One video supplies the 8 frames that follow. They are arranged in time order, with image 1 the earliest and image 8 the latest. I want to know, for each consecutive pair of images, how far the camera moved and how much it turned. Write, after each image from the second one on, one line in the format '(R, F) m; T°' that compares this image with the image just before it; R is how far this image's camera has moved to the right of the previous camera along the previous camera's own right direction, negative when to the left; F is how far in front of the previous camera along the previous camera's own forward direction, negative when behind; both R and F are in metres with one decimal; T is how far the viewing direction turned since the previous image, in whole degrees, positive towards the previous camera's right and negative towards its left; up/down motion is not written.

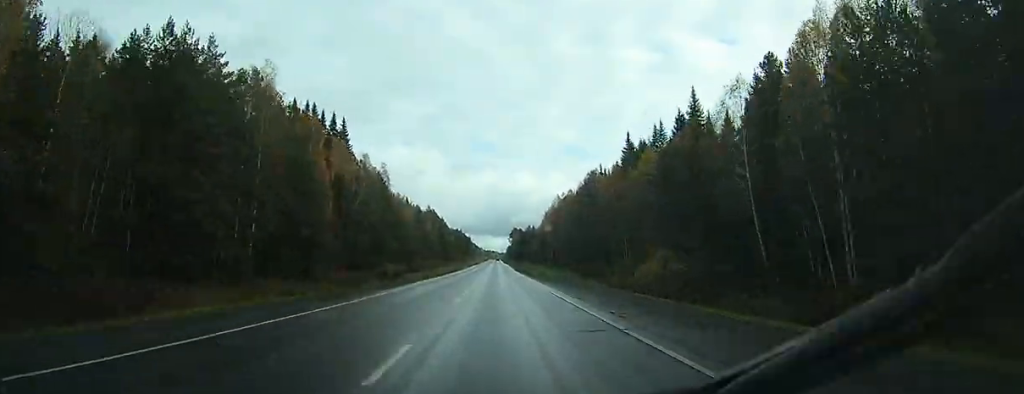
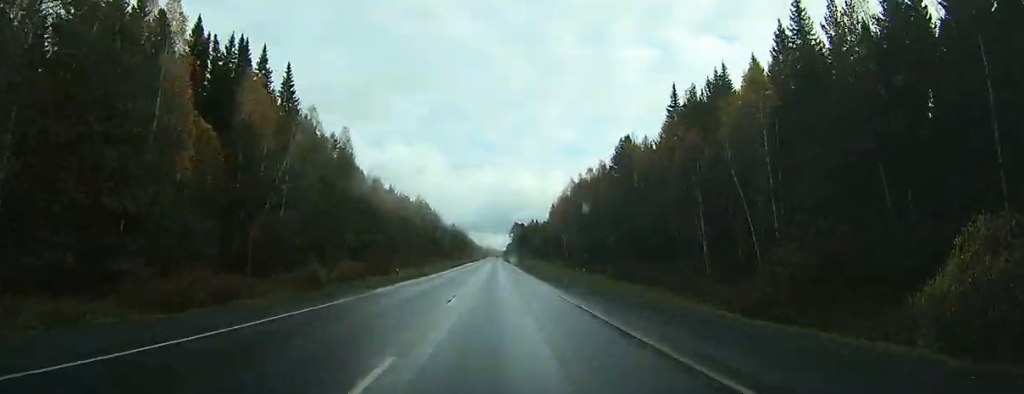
(-0.2, +38.4) m; 0°
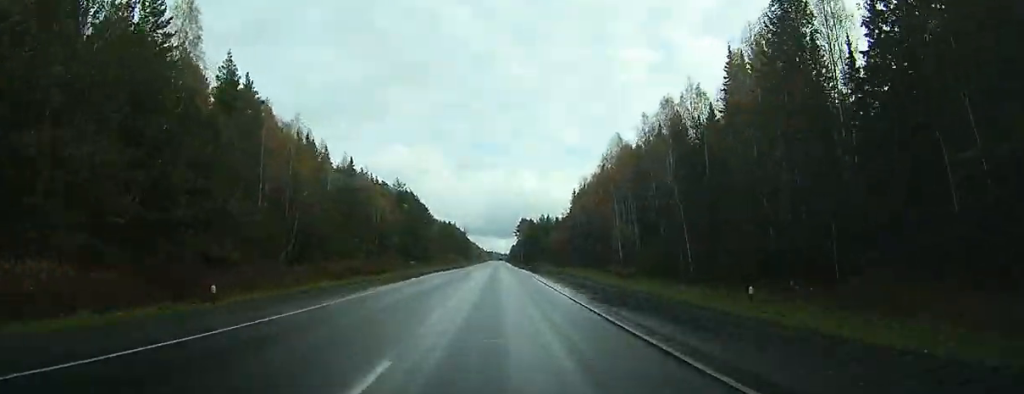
(+0.5, +61.9) m; 0°
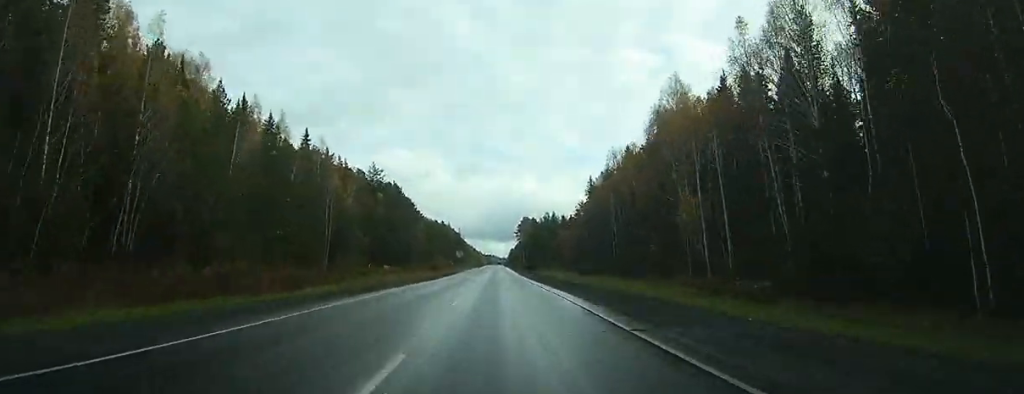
(-0.1, +35.2) m; 0°
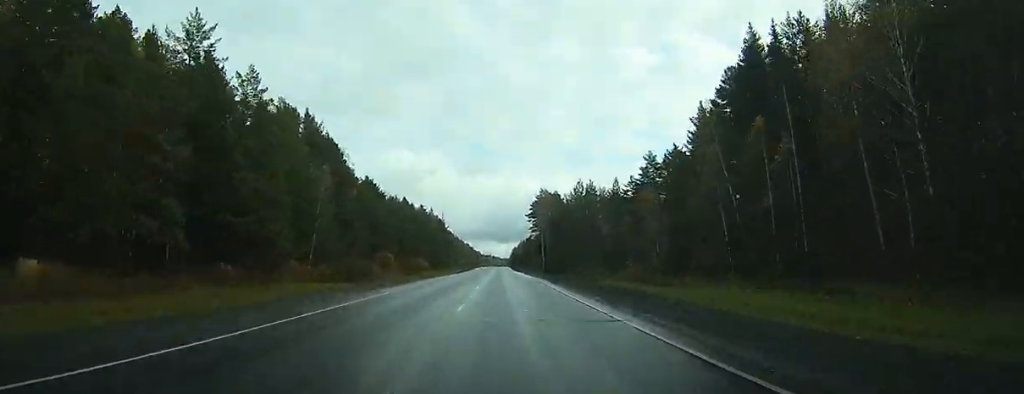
(-0.3, +94.5) m; +1°
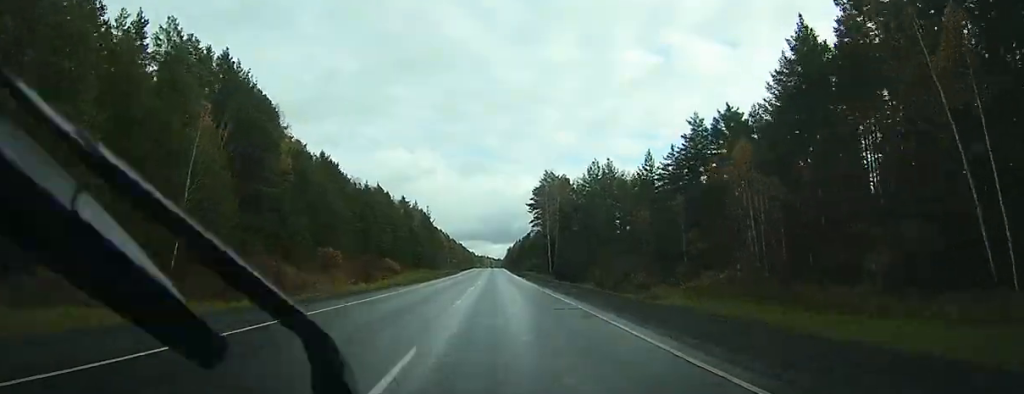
(+0.2, +33.0) m; +1°
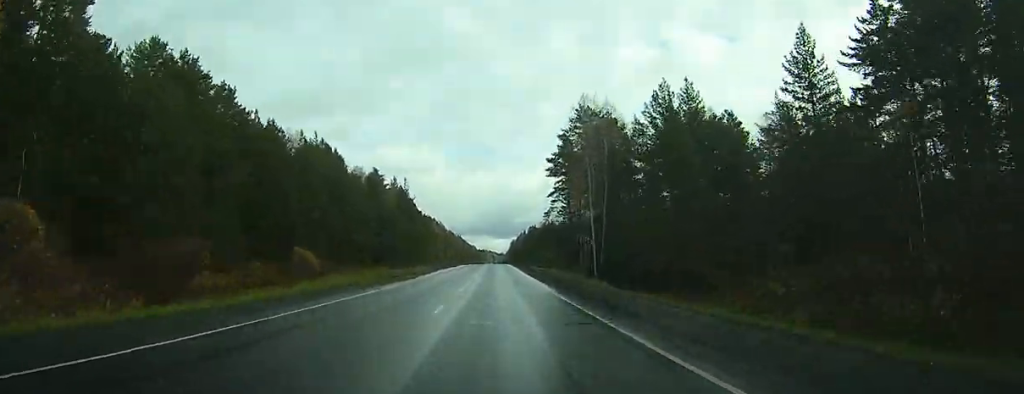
(+0.5, +53.9) m; 0°
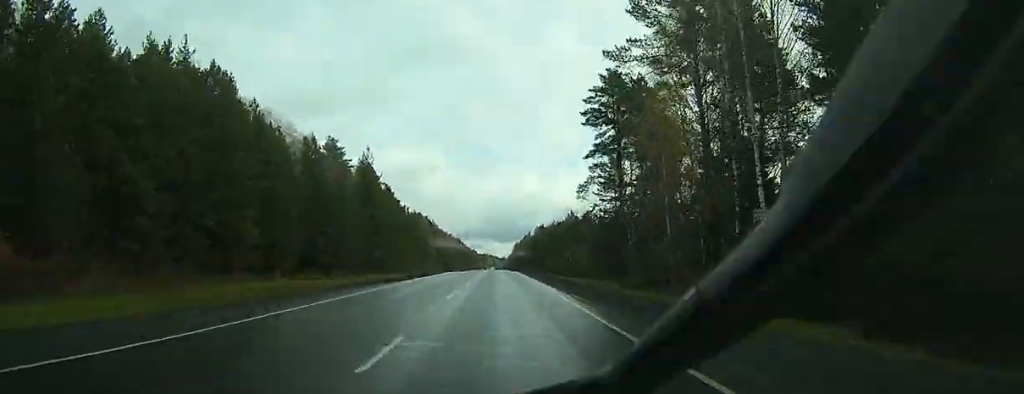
(-0.1, +44.3) m; 0°
